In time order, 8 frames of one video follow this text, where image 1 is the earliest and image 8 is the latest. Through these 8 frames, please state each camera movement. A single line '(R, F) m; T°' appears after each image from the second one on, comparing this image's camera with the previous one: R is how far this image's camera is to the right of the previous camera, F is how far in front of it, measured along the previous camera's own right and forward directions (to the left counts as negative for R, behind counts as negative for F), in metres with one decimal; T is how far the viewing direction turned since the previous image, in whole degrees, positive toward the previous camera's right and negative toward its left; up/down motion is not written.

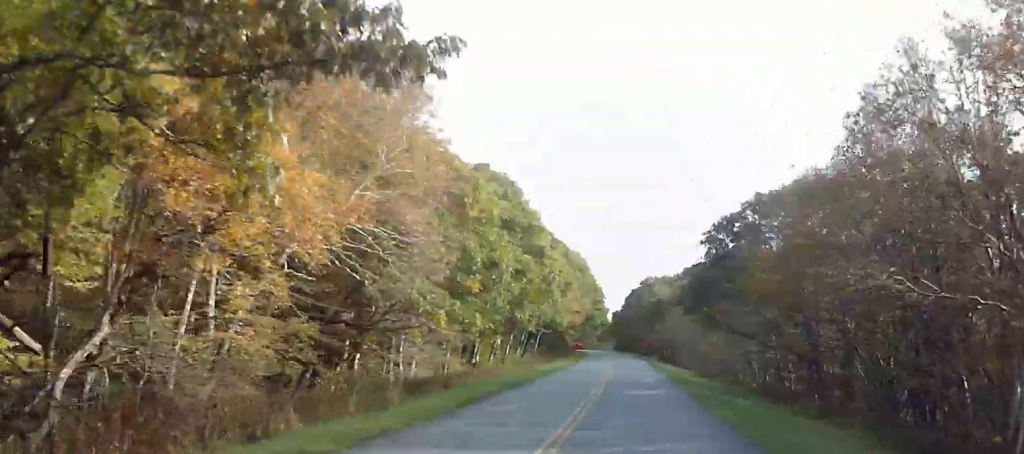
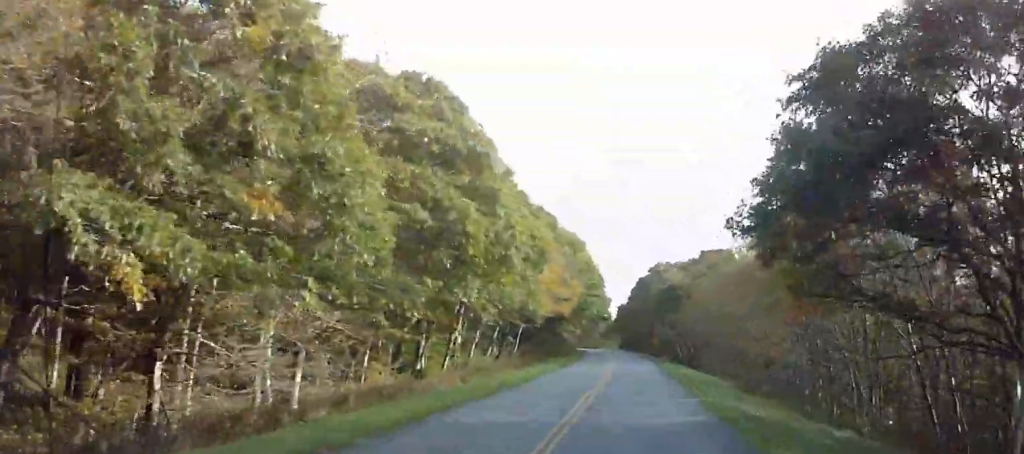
(-0.1, +21.5) m; 0°
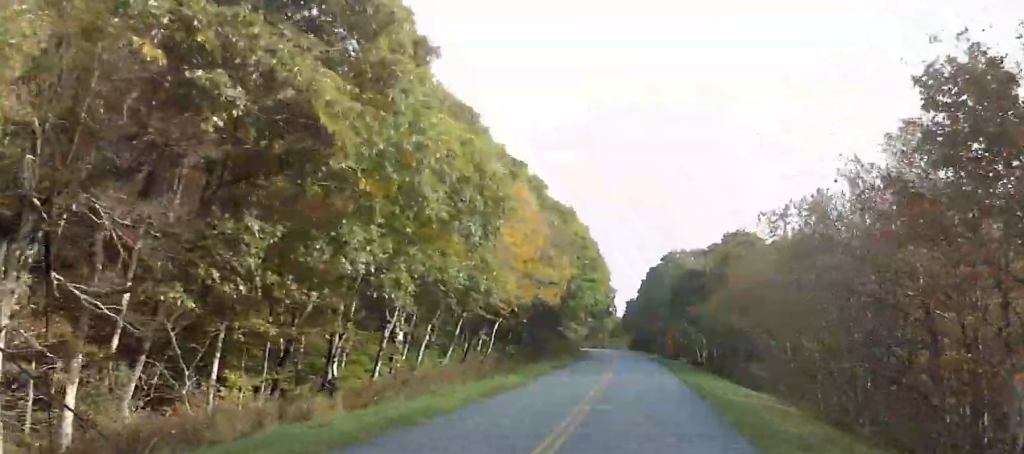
(0.0, +17.3) m; +1°
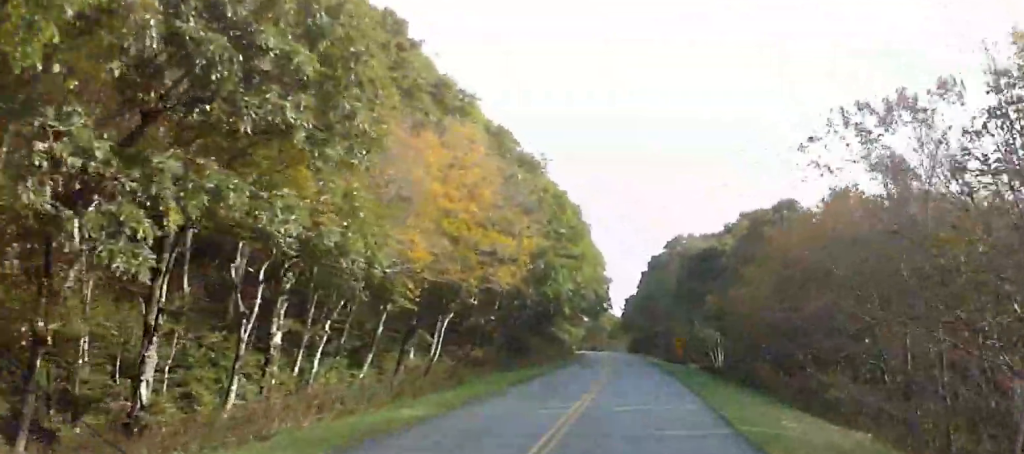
(+0.4, +15.4) m; -1°
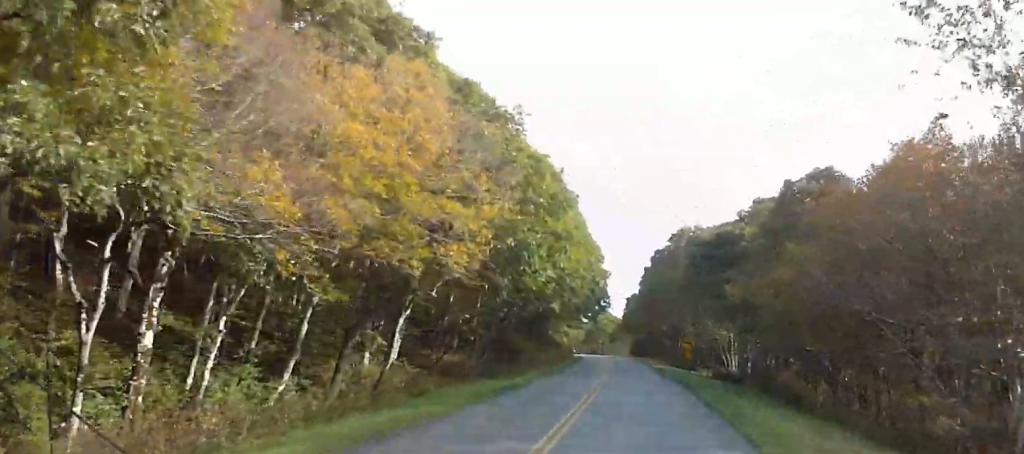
(-0.2, +8.5) m; -1°
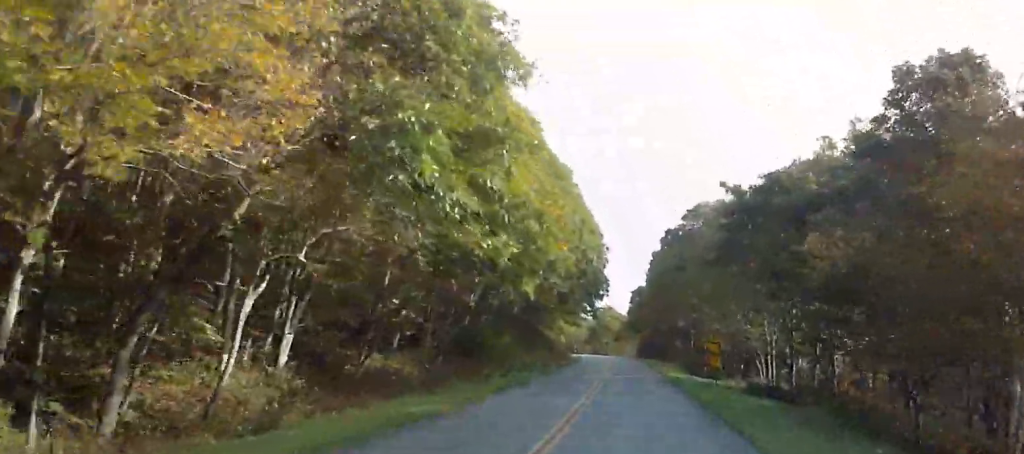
(-0.3, +14.8) m; -1°
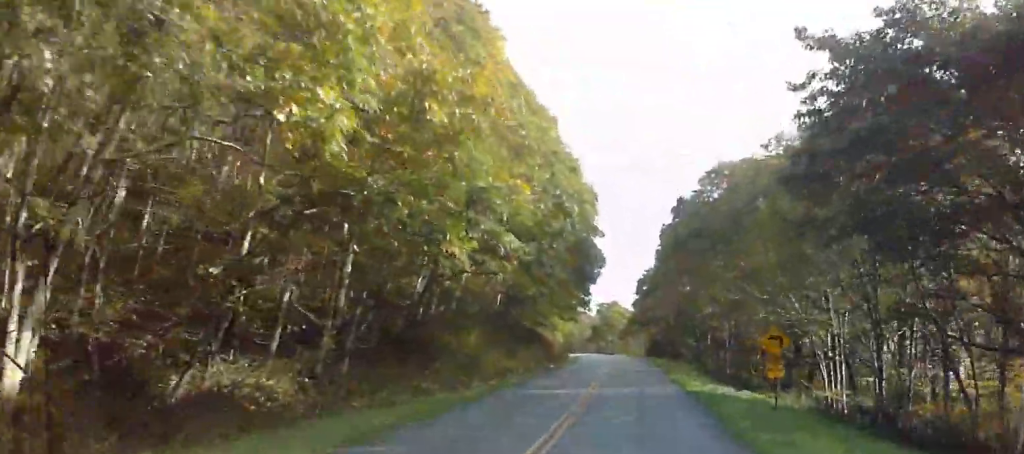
(0.0, +14.8) m; 0°
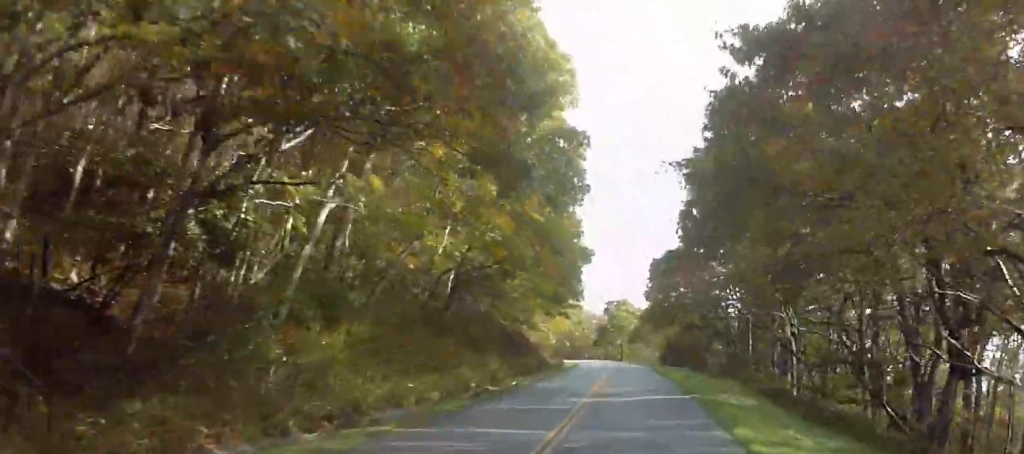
(0.0, +23.9) m; 0°
